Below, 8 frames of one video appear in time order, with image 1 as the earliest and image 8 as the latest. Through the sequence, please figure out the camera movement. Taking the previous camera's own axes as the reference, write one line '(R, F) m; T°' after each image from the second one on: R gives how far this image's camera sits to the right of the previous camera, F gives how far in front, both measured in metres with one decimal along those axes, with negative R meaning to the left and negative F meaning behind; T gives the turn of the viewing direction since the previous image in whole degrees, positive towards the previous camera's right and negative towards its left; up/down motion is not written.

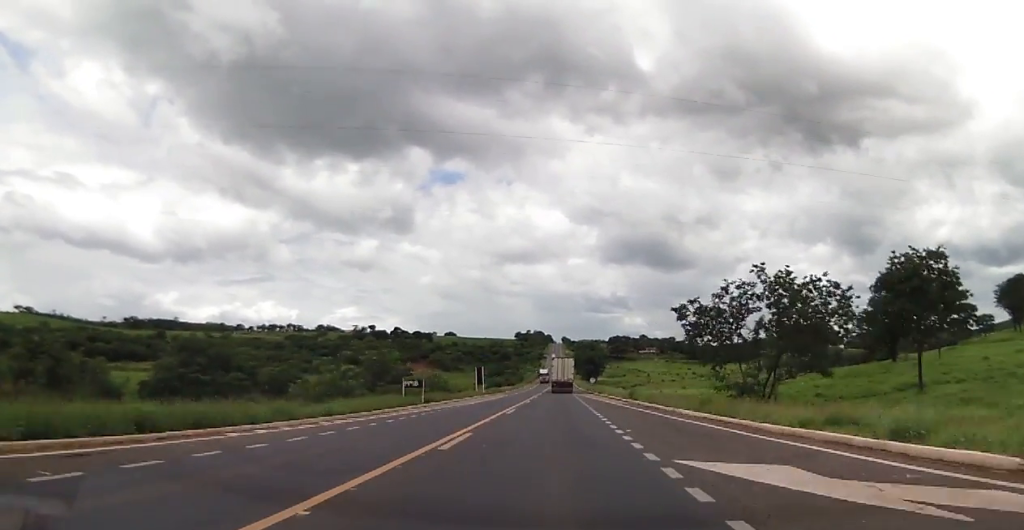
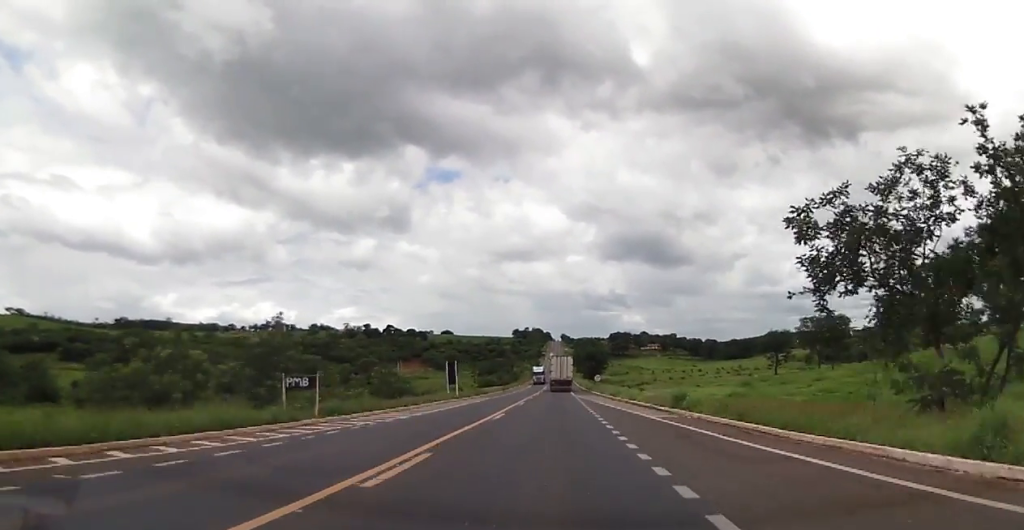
(-0.1, +19.8) m; 0°
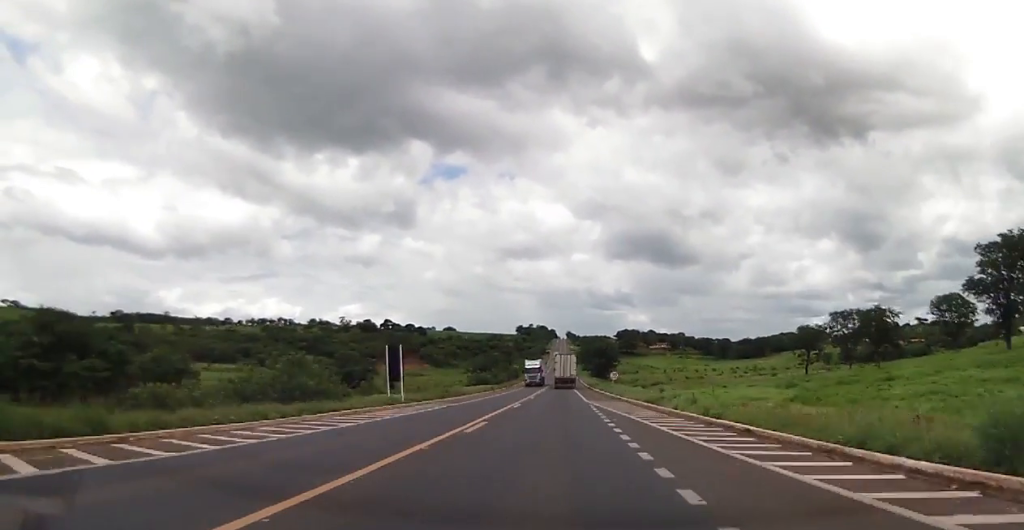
(0.0, +22.6) m; 0°
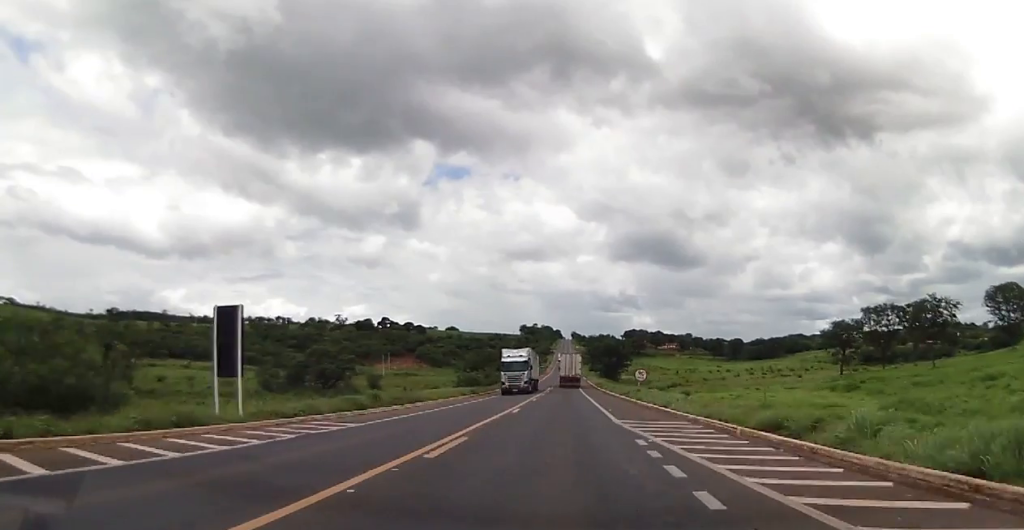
(0.0, +20.6) m; 0°
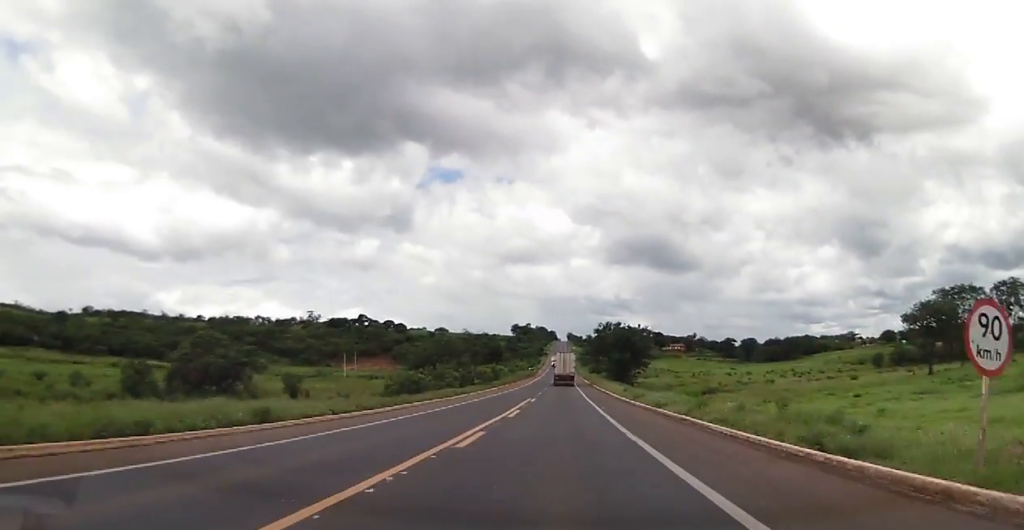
(-0.2, +43.5) m; -1°
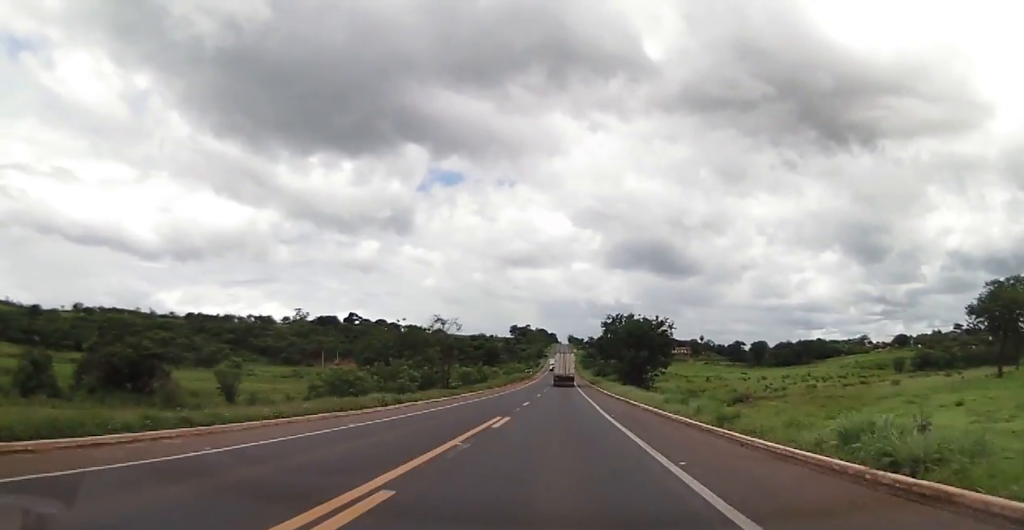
(-0.4, +21.4) m; +1°
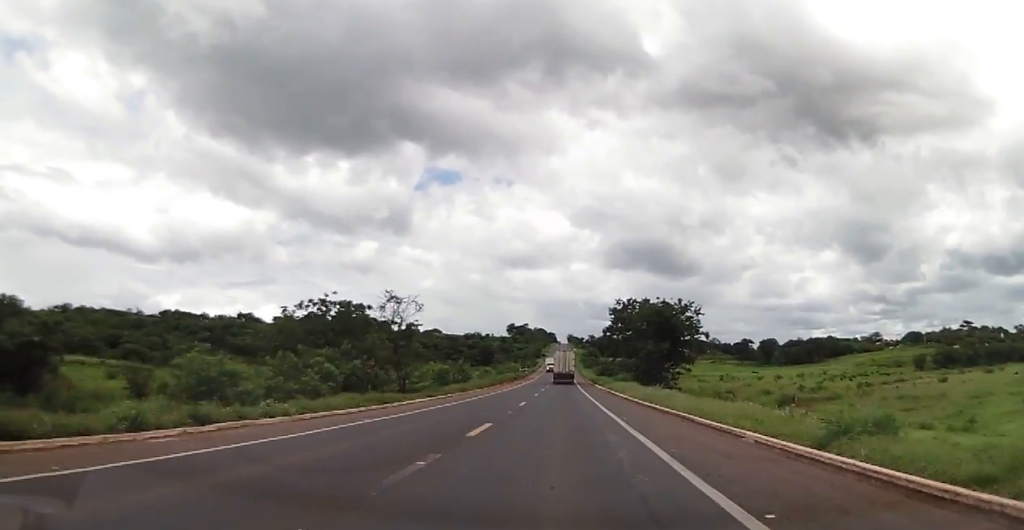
(+0.5, +19.5) m; +1°
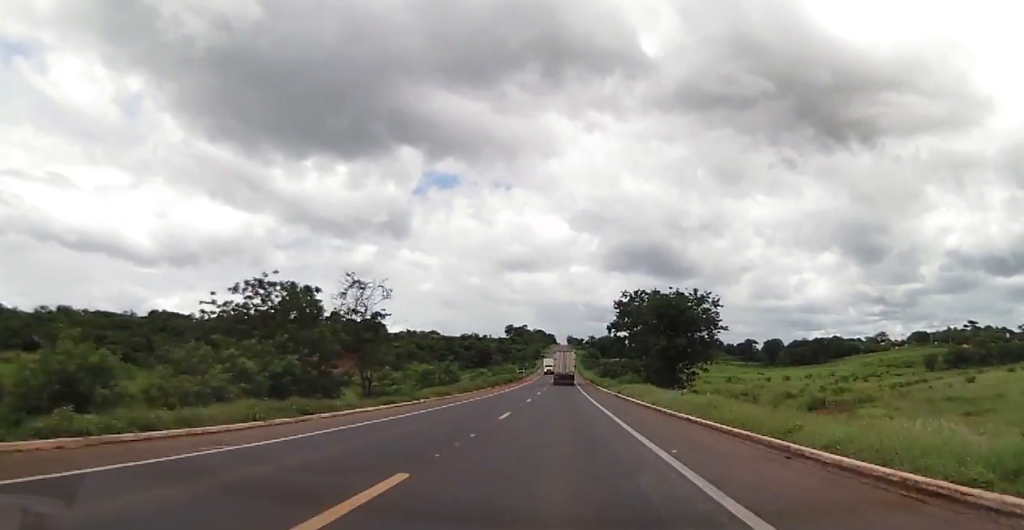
(+0.3, +9.5) m; 0°
